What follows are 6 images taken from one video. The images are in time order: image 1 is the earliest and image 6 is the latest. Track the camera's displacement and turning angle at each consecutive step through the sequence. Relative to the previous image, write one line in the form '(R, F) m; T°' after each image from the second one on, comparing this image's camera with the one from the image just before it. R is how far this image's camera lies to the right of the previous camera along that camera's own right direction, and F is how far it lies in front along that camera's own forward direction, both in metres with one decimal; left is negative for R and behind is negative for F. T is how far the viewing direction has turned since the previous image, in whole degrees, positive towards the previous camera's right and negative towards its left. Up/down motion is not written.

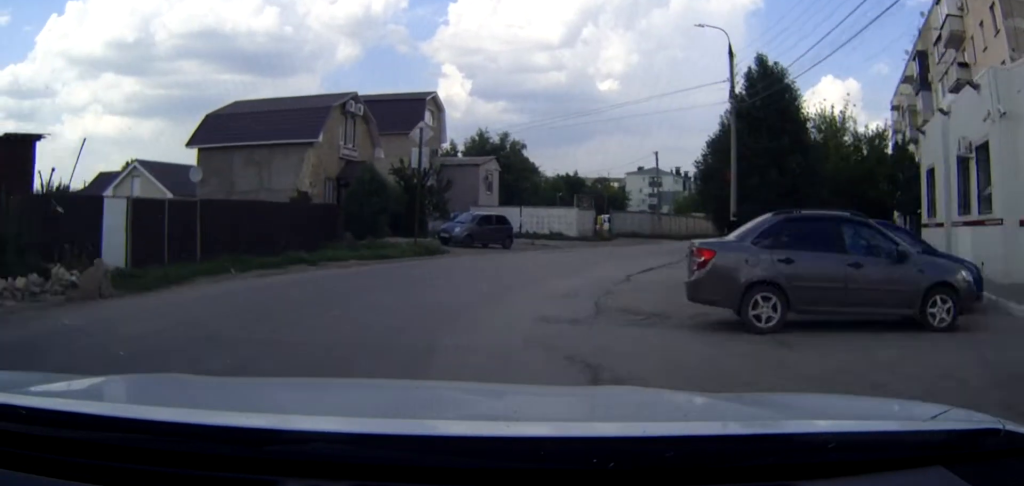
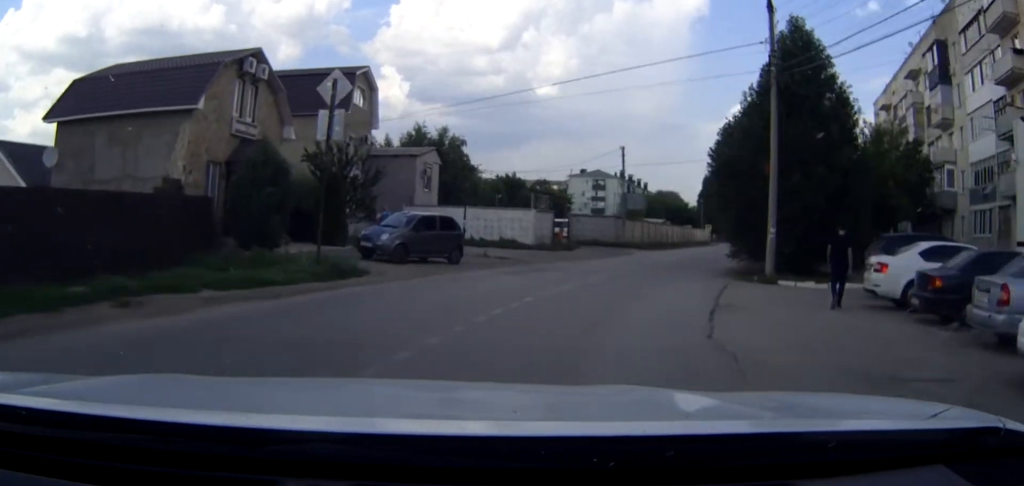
(-0.1, +9.5) m; +3°
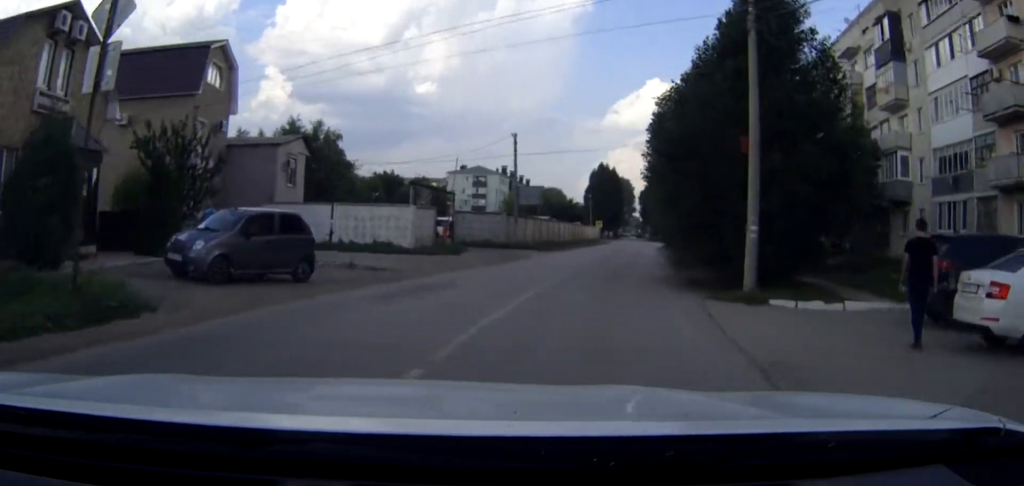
(+0.2, +6.9) m; +8°
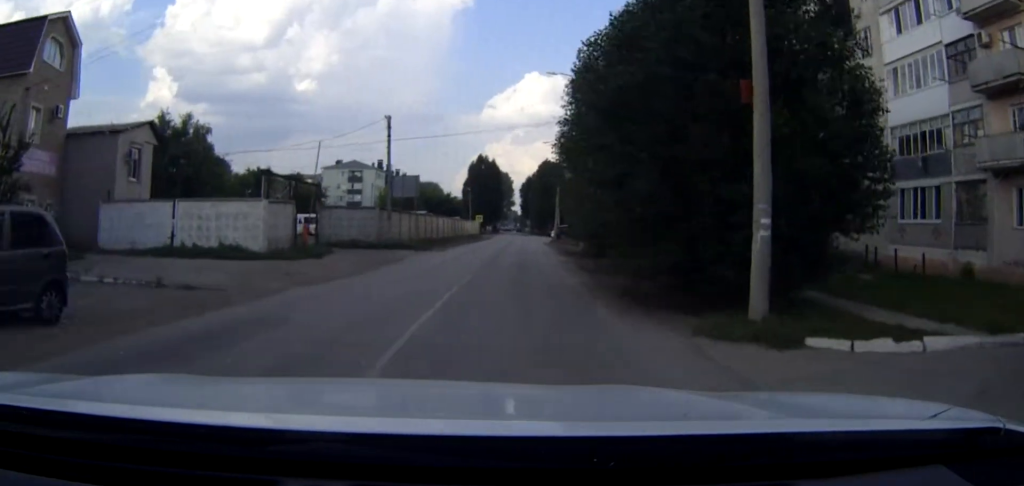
(+0.7, +6.3) m; +8°
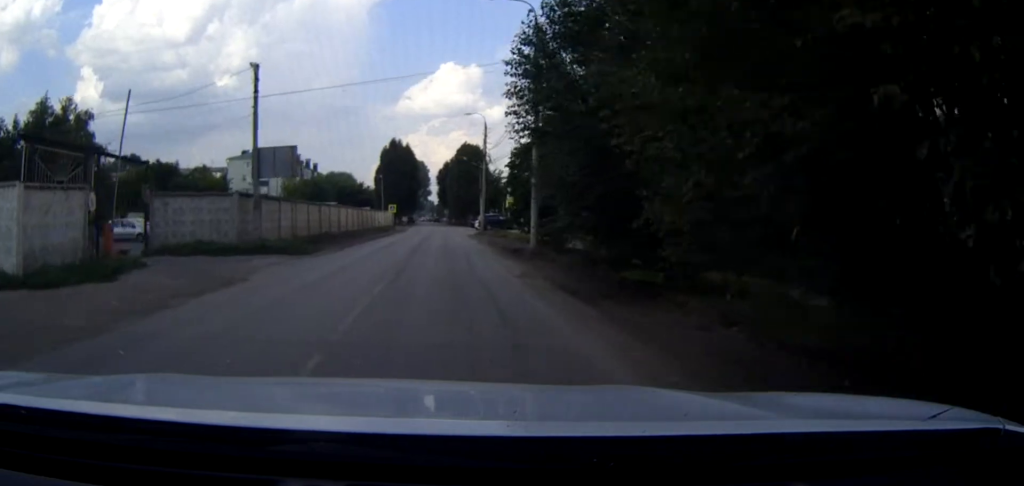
(+1.2, +12.4) m; +8°
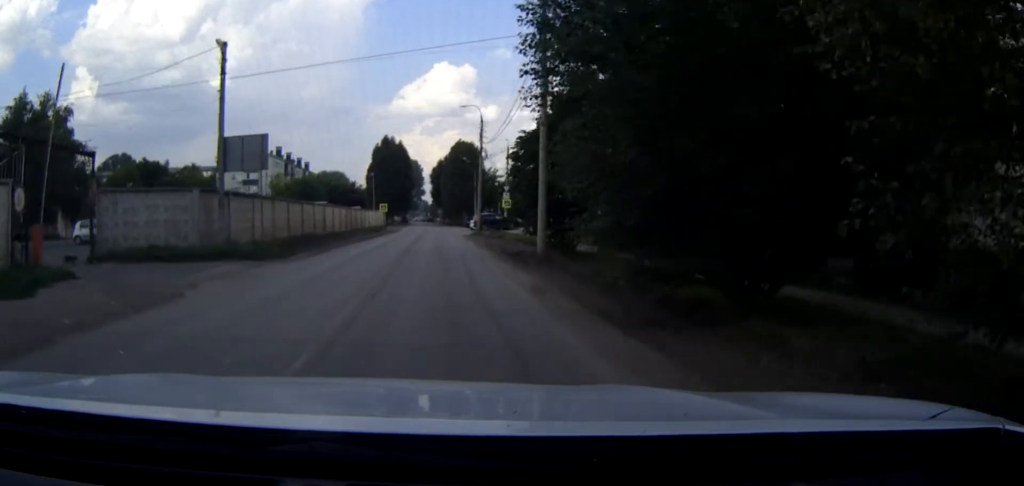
(+0.1, +3.8) m; 0°
